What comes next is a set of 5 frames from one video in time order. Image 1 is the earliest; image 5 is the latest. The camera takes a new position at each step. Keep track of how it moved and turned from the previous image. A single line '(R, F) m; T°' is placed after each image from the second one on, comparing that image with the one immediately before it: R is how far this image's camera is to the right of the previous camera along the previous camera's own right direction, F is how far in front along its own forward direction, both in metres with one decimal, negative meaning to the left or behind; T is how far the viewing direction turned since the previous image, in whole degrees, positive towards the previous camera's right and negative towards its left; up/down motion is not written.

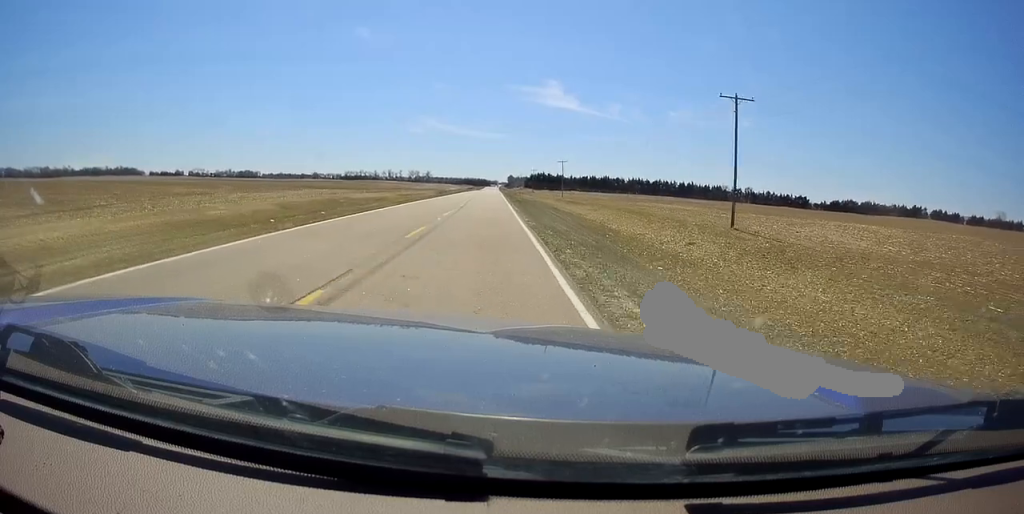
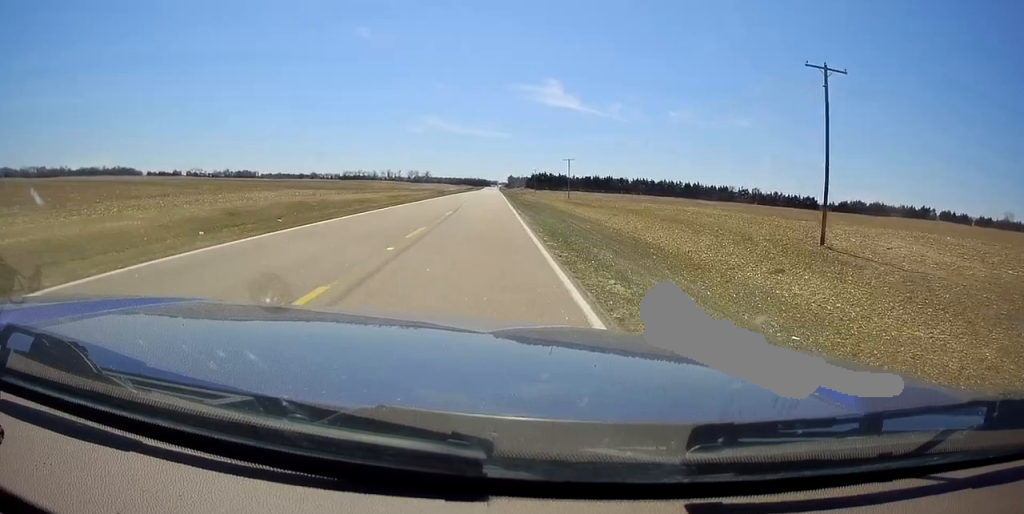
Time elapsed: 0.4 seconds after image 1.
(-0.1, +11.3) m; +1°
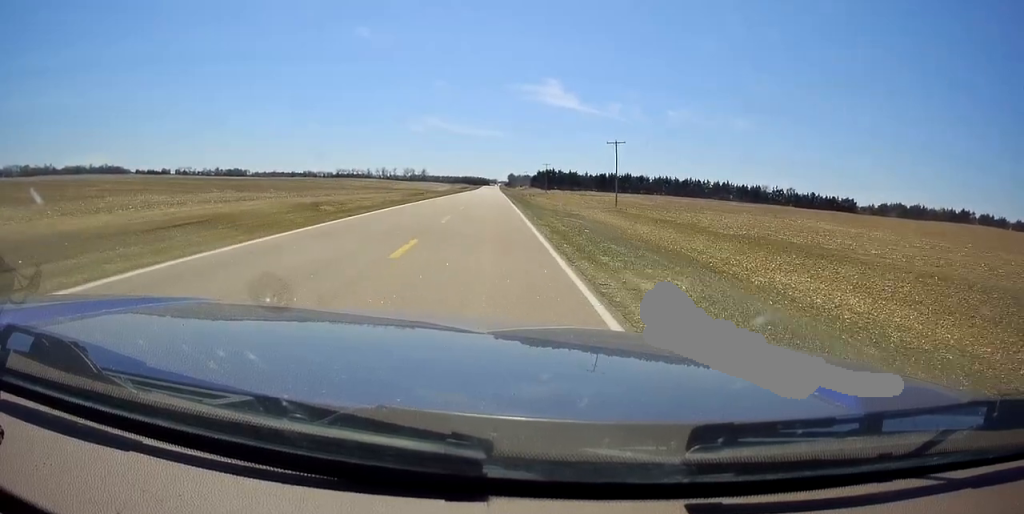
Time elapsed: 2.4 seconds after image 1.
(+3.8, +49.0) m; +3°
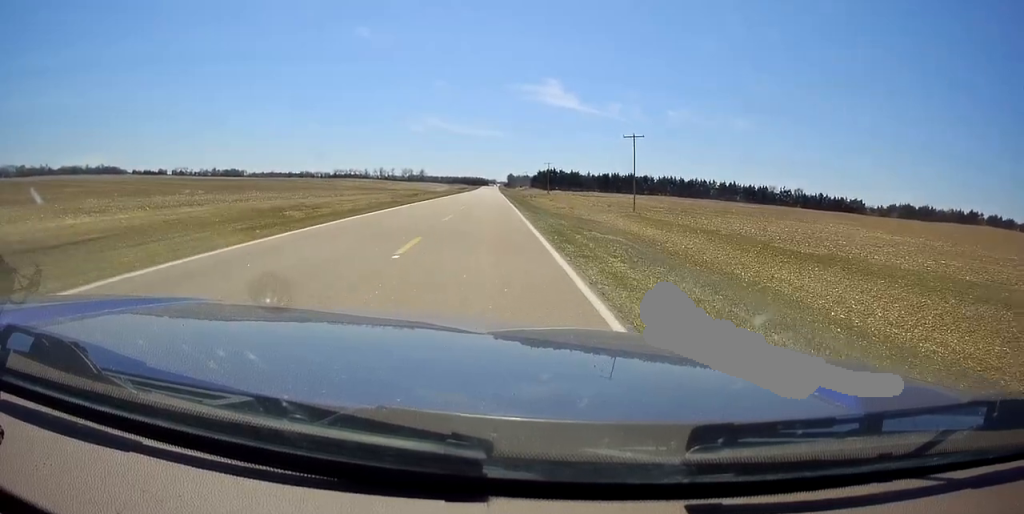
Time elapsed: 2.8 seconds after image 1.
(-0.6, +10.6) m; -1°
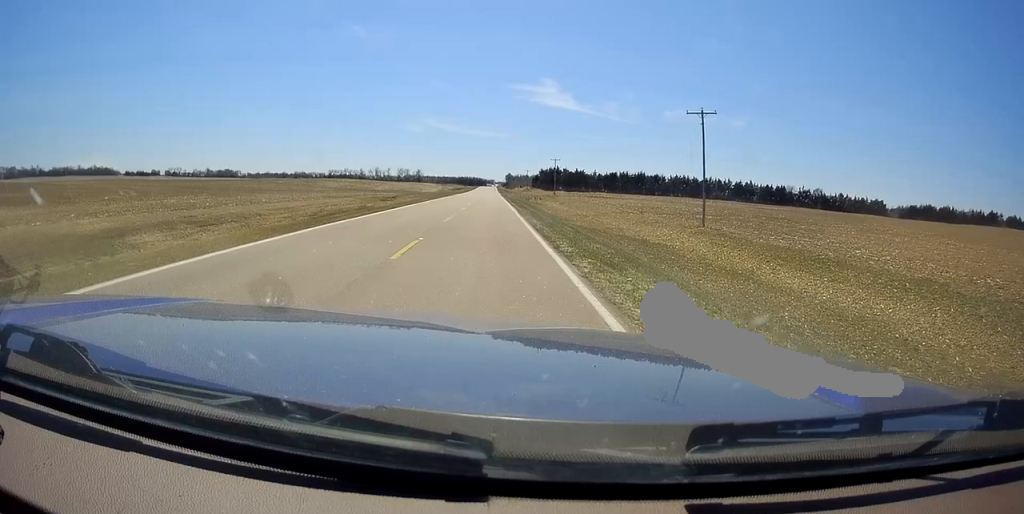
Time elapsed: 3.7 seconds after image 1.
(-0.4, +23.3) m; 0°
